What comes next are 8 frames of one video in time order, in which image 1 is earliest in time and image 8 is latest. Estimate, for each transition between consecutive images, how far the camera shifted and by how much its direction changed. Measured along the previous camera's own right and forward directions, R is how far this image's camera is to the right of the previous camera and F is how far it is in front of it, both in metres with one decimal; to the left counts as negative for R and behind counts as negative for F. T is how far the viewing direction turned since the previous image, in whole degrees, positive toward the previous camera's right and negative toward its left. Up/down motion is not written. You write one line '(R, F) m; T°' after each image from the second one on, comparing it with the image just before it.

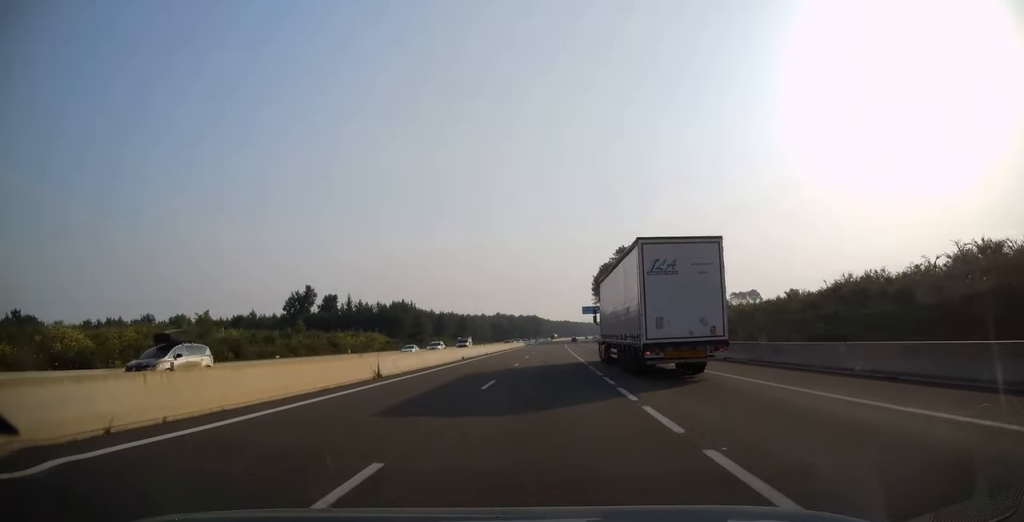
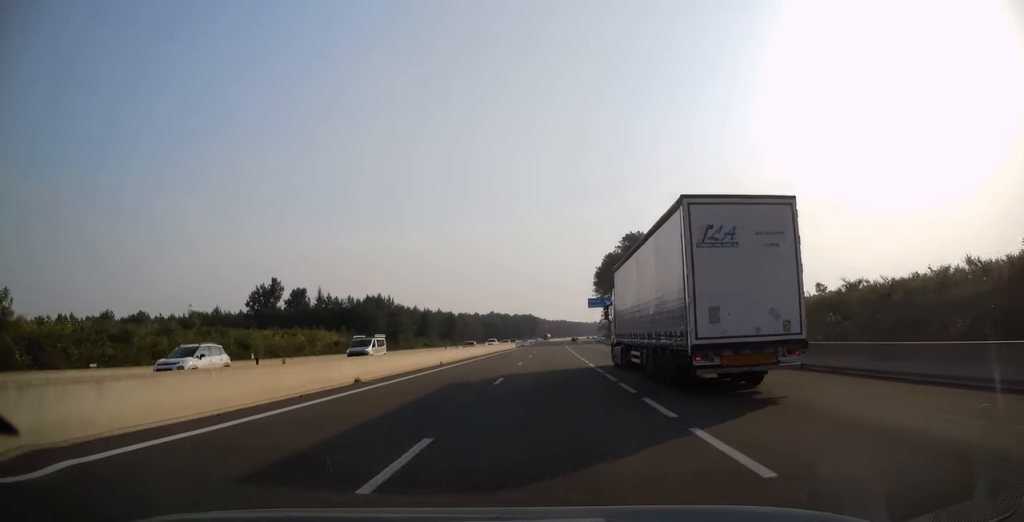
(+0.1, +24.2) m; 0°
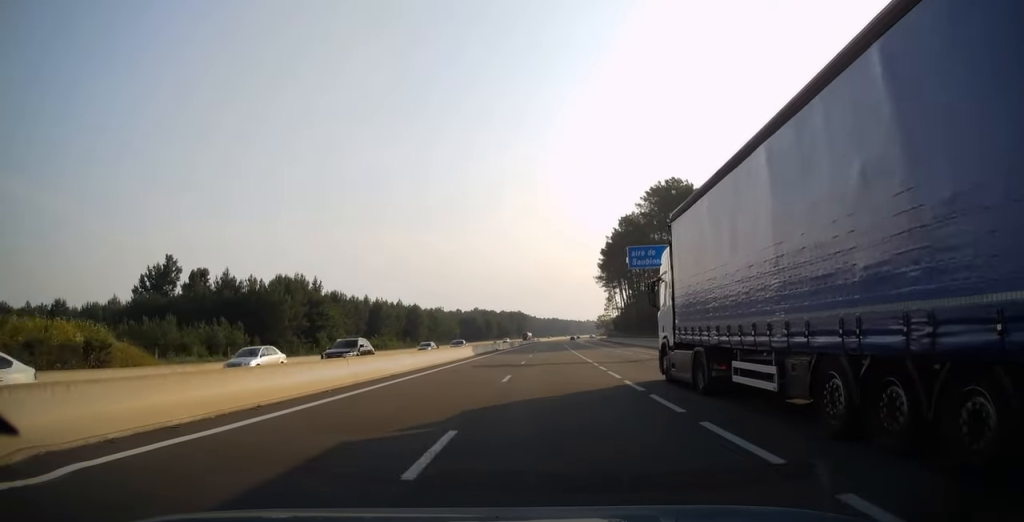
(+0.3, +51.6) m; +1°
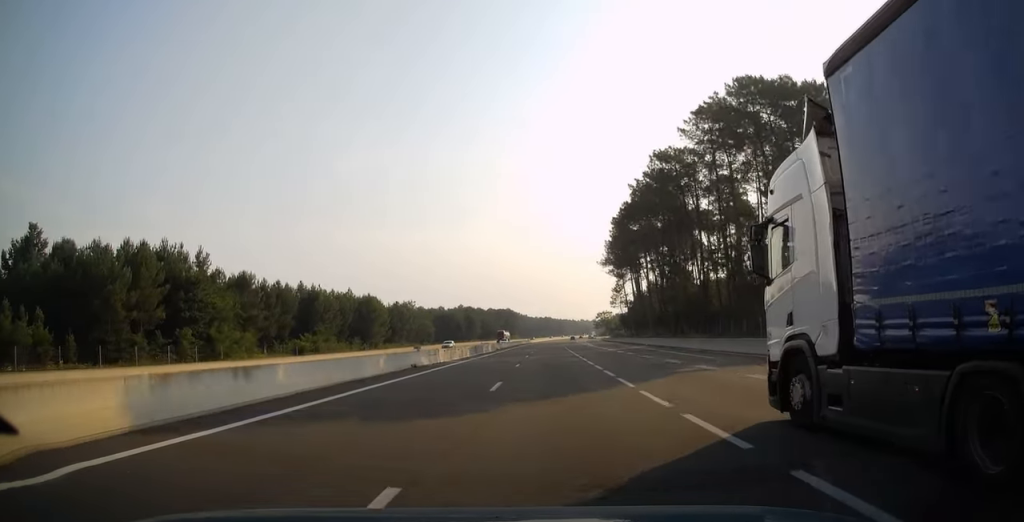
(+0.4, +42.2) m; +1°
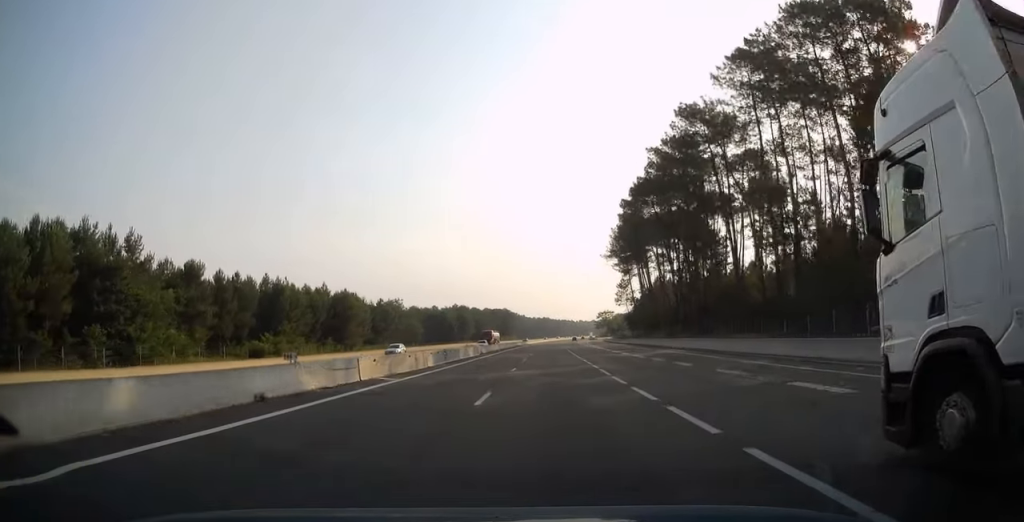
(+0.1, +16.2) m; 0°
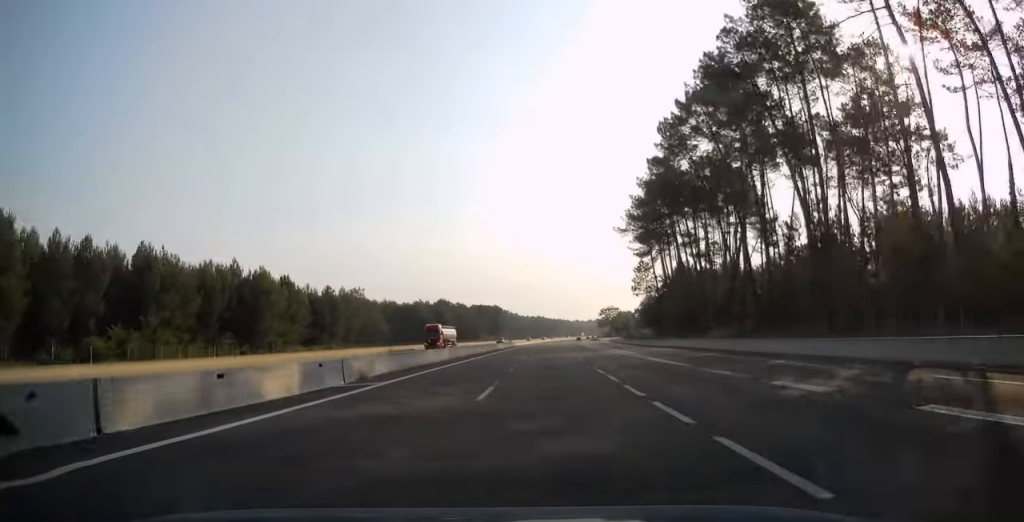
(+0.1, +38.0) m; +1°
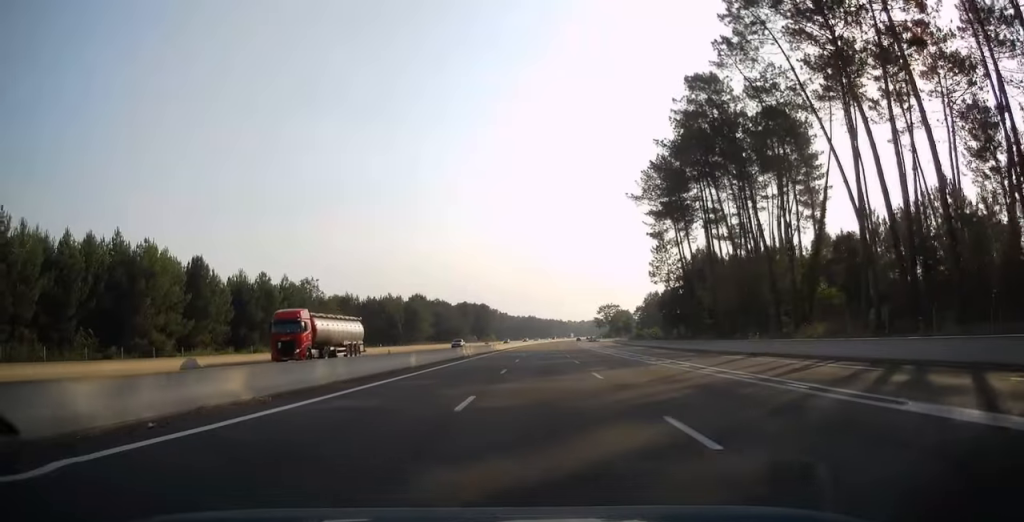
(+0.2, +28.0) m; 0°
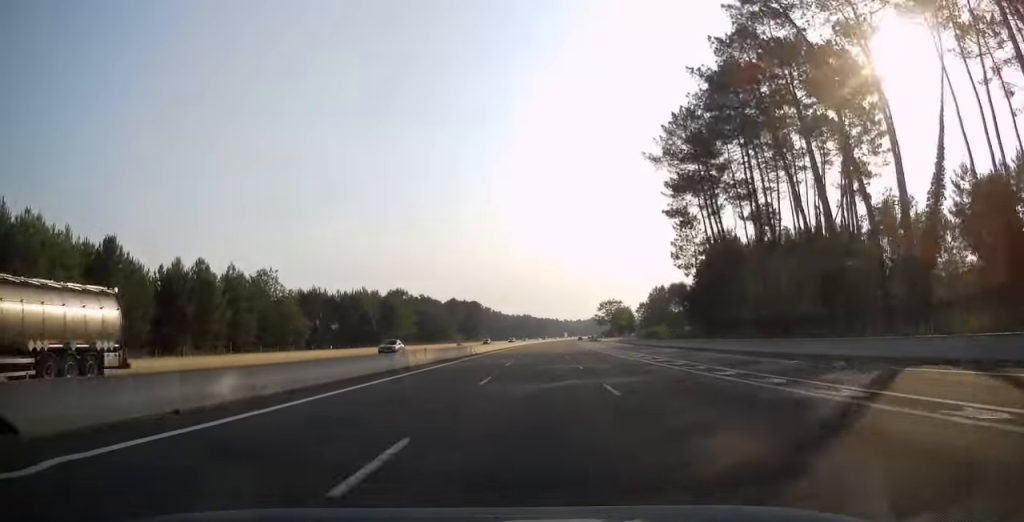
(0.0, +19.2) m; 0°
